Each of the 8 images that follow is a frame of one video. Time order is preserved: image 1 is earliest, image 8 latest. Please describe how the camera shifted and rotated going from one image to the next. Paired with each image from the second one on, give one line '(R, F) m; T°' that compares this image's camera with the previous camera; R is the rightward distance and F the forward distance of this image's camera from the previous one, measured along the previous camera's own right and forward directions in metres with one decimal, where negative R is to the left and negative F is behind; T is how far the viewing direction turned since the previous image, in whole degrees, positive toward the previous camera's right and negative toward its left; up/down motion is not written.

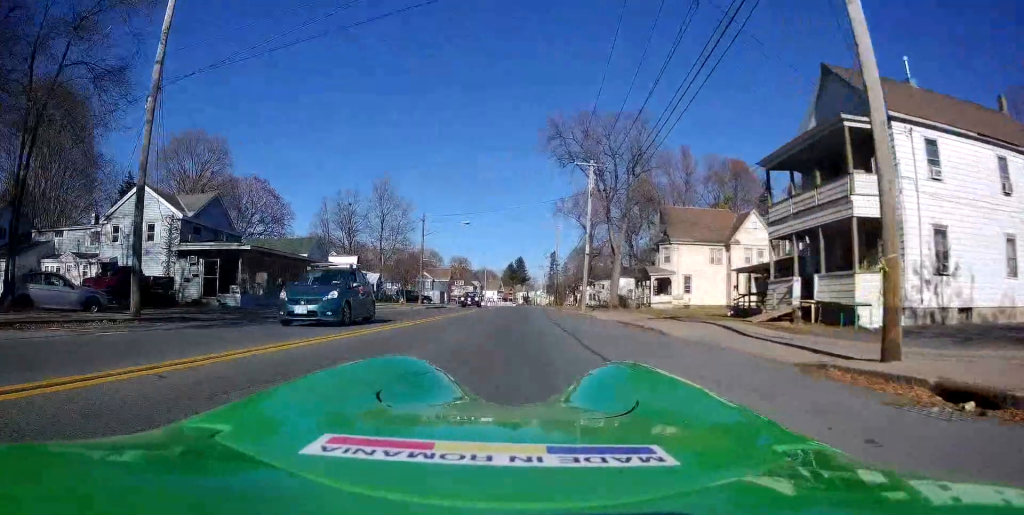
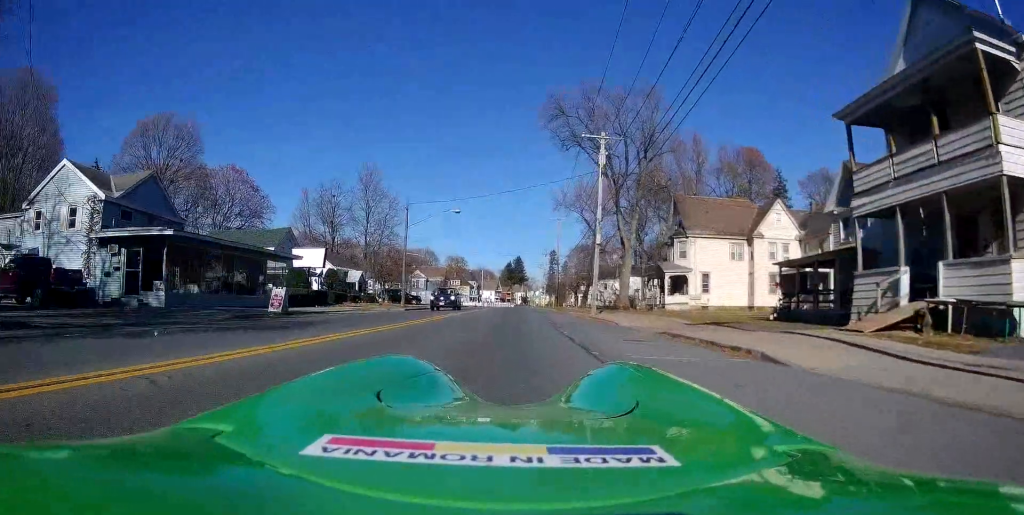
(0.0, +6.9) m; +1°
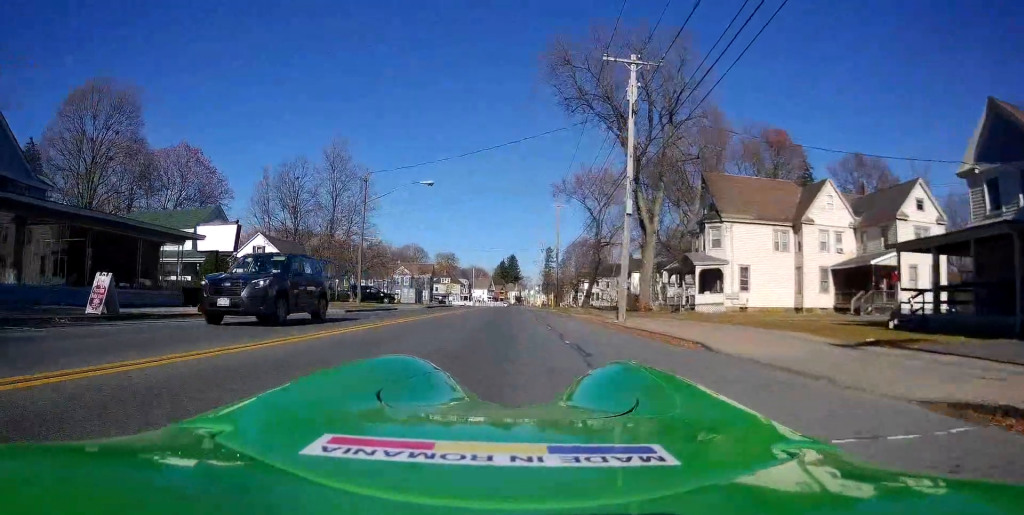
(+0.4, +11.4) m; +1°
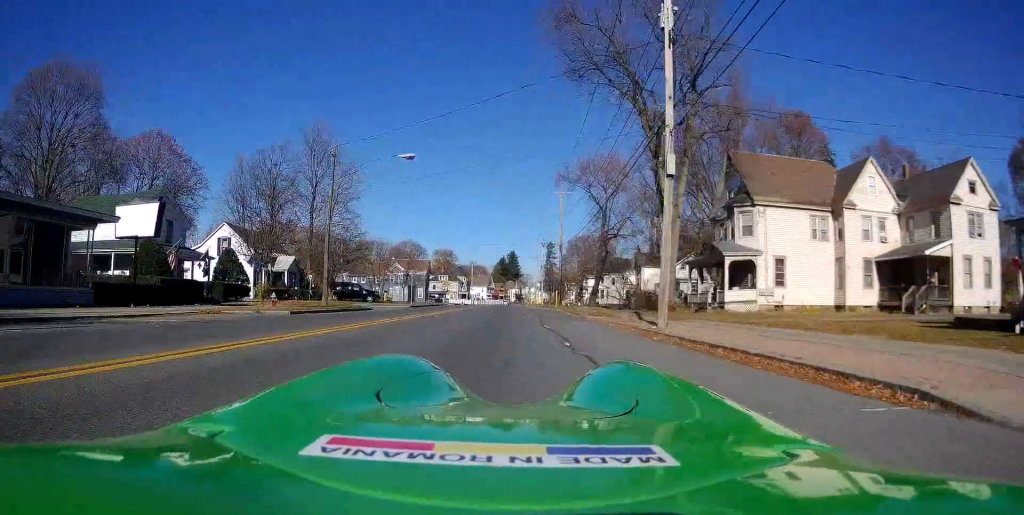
(-0.1, +6.3) m; -2°
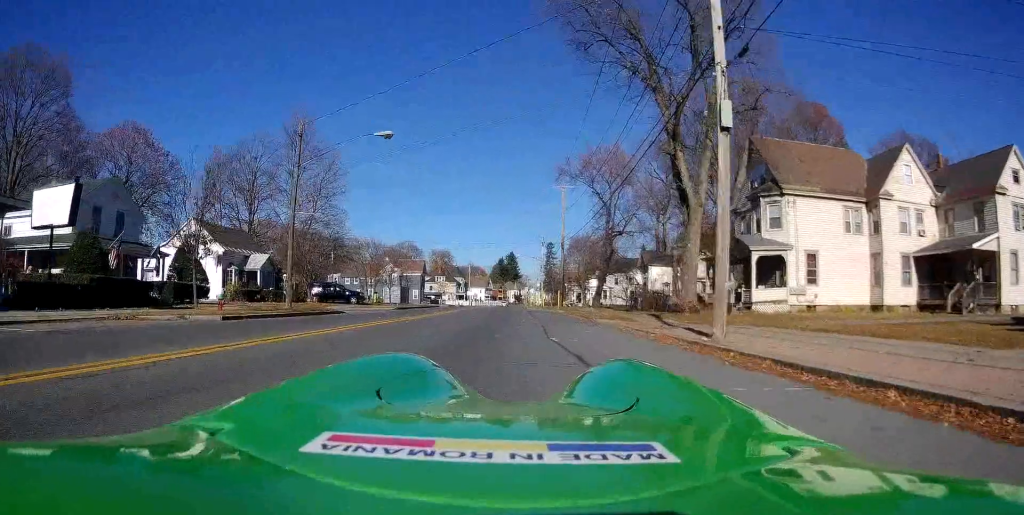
(-0.1, +4.9) m; -2°
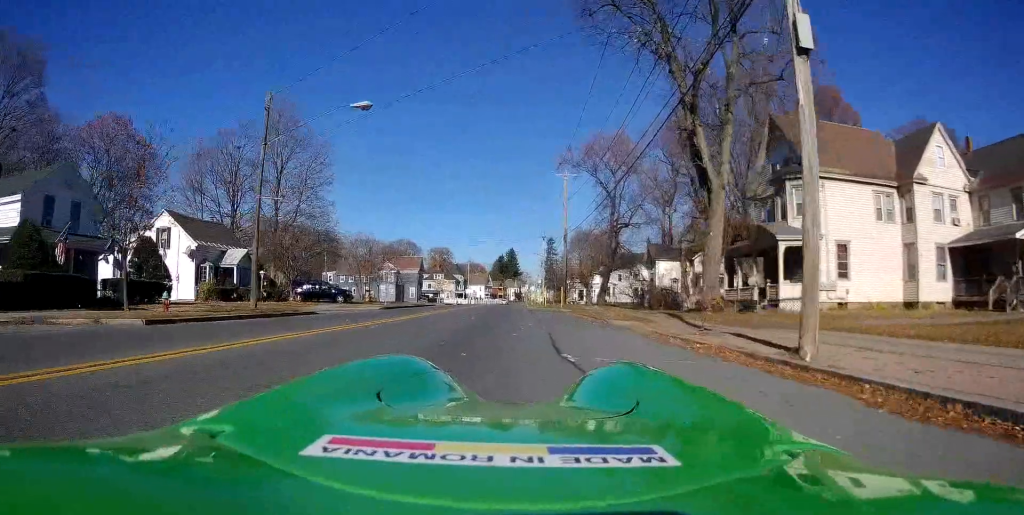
(0.0, +3.5) m; -1°
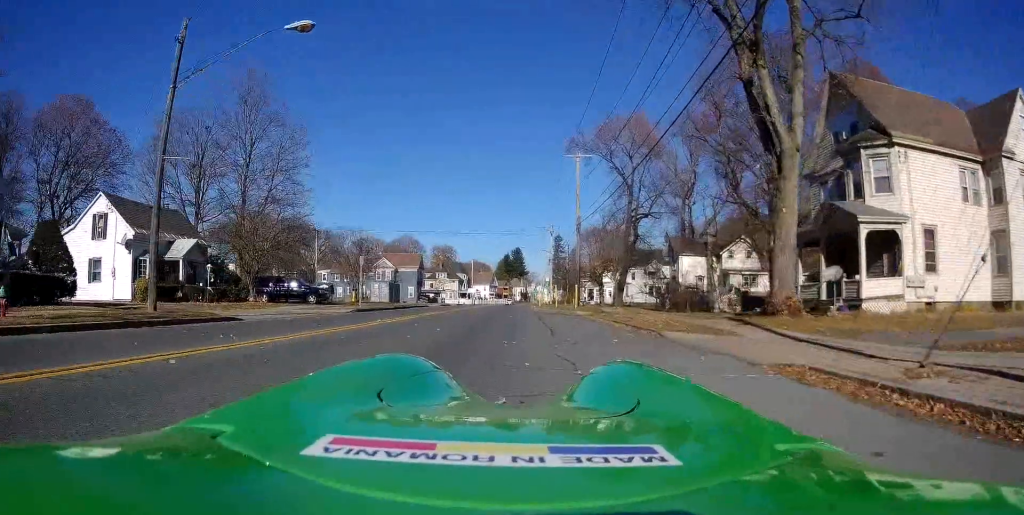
(-0.2, +7.3) m; -1°
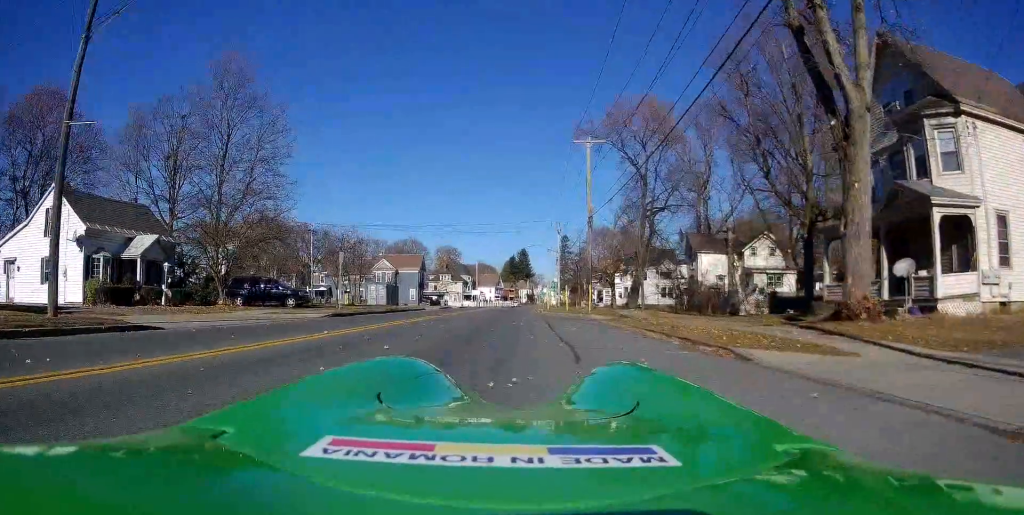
(-0.2, +4.5) m; 0°
